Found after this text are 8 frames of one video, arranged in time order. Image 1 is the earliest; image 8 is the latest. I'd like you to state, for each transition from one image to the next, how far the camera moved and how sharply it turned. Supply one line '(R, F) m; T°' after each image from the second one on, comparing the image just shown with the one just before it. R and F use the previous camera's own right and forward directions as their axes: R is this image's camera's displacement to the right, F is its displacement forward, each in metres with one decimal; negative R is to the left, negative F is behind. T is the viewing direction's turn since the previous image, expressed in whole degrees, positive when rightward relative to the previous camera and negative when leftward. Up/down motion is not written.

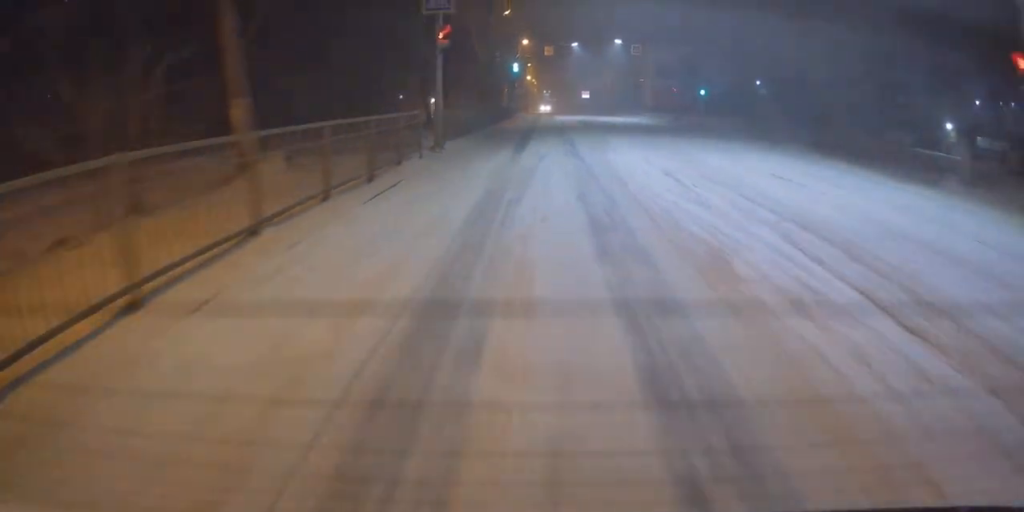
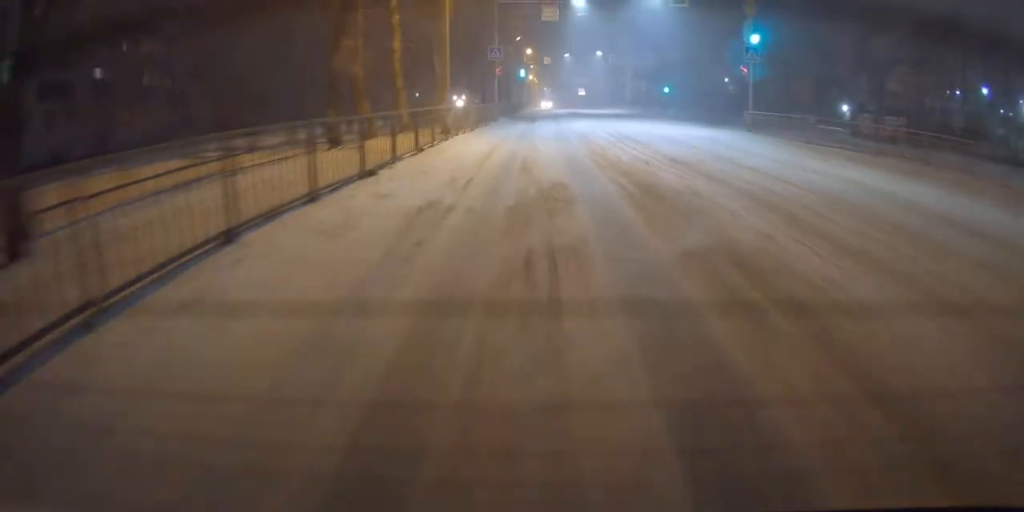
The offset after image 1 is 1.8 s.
(-0.3, +19.9) m; -1°
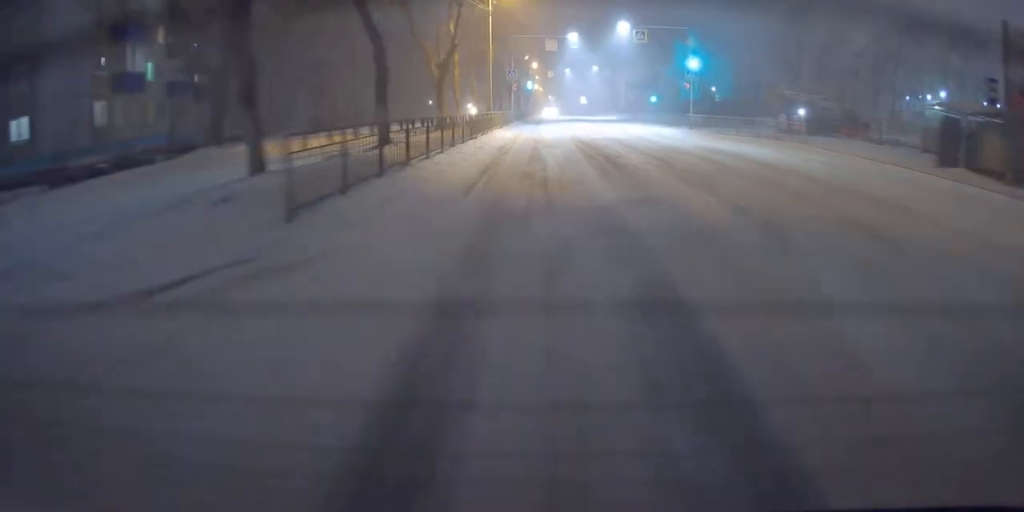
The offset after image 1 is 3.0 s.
(0.0, +13.5) m; -1°
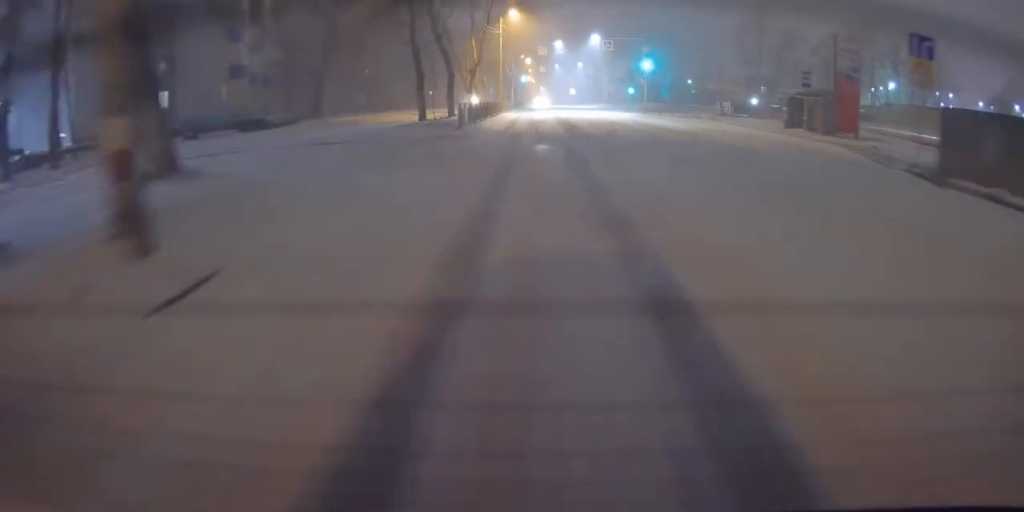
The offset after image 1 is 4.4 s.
(+0.1, +15.1) m; +2°
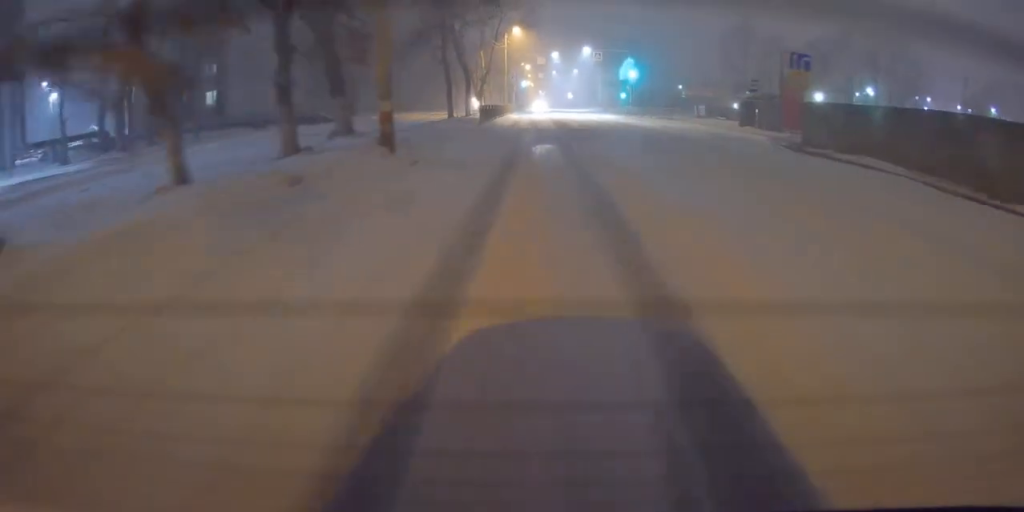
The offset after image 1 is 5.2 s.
(+0.1, +8.1) m; +2°
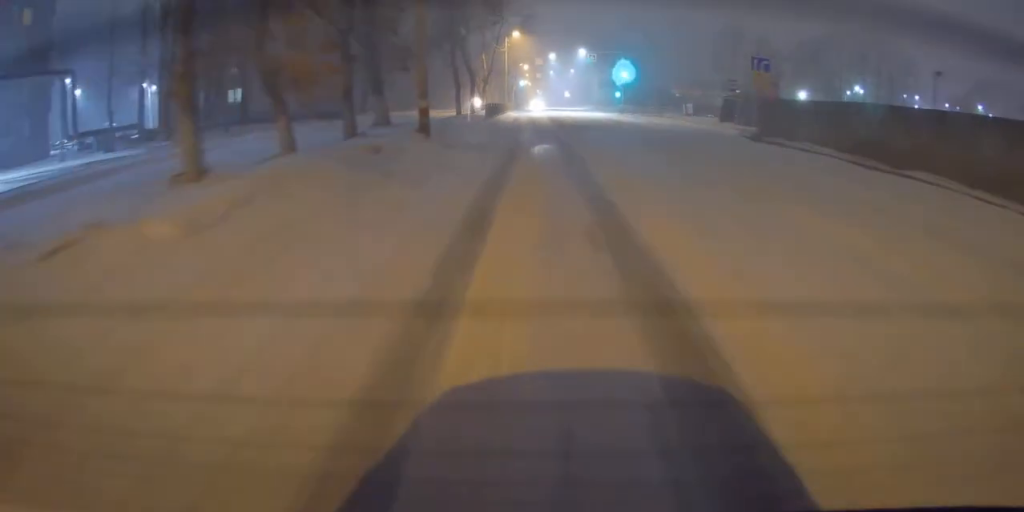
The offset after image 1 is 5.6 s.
(0.0, +4.2) m; +1°
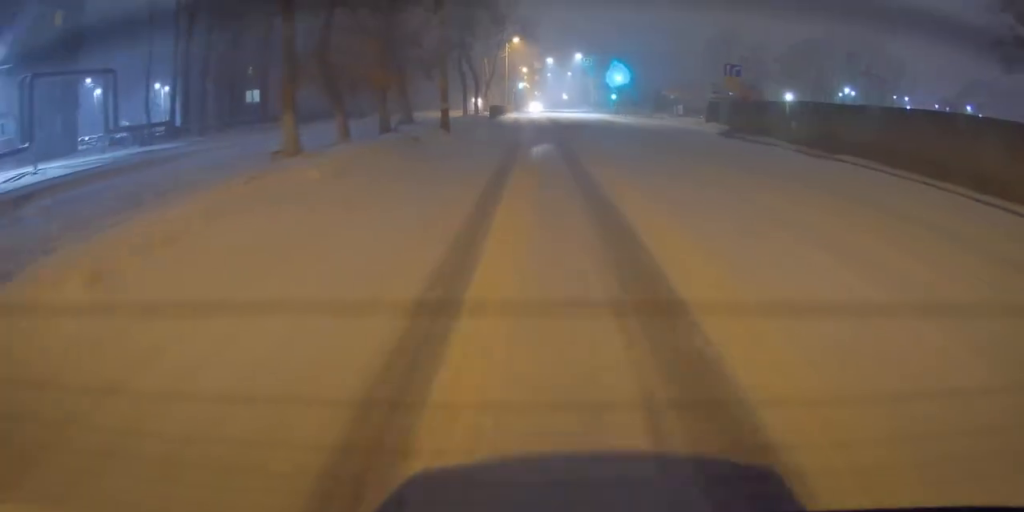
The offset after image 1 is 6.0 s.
(+0.1, +4.2) m; 0°
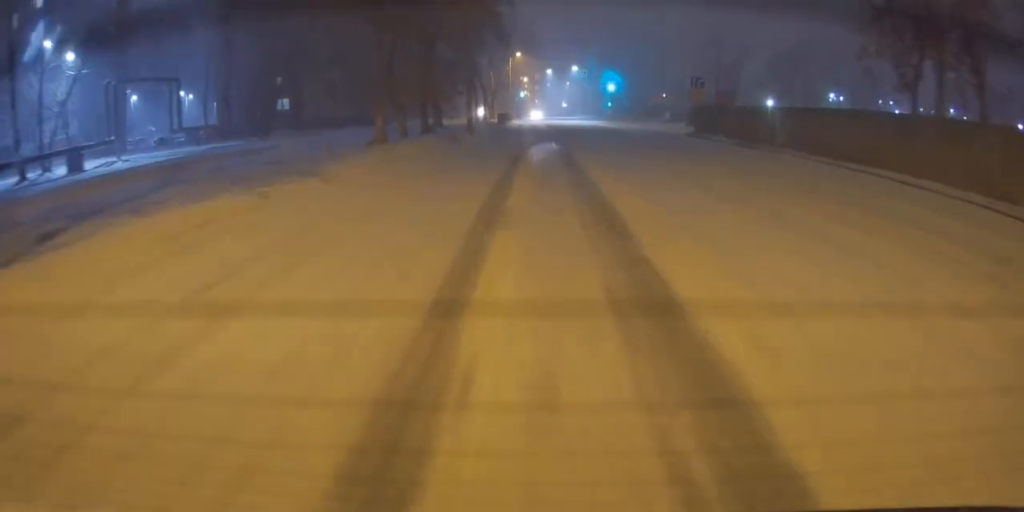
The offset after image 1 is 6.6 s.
(+0.2, +6.9) m; -1°
